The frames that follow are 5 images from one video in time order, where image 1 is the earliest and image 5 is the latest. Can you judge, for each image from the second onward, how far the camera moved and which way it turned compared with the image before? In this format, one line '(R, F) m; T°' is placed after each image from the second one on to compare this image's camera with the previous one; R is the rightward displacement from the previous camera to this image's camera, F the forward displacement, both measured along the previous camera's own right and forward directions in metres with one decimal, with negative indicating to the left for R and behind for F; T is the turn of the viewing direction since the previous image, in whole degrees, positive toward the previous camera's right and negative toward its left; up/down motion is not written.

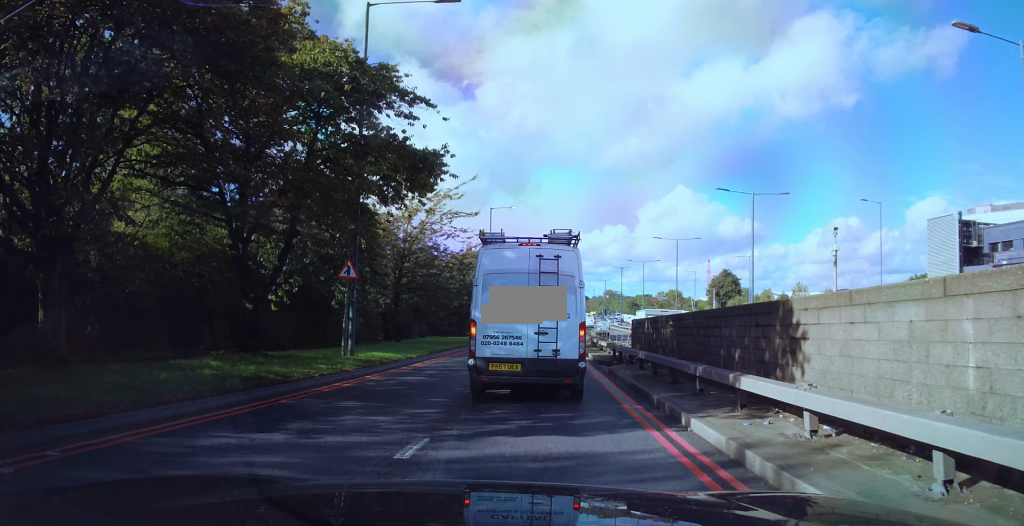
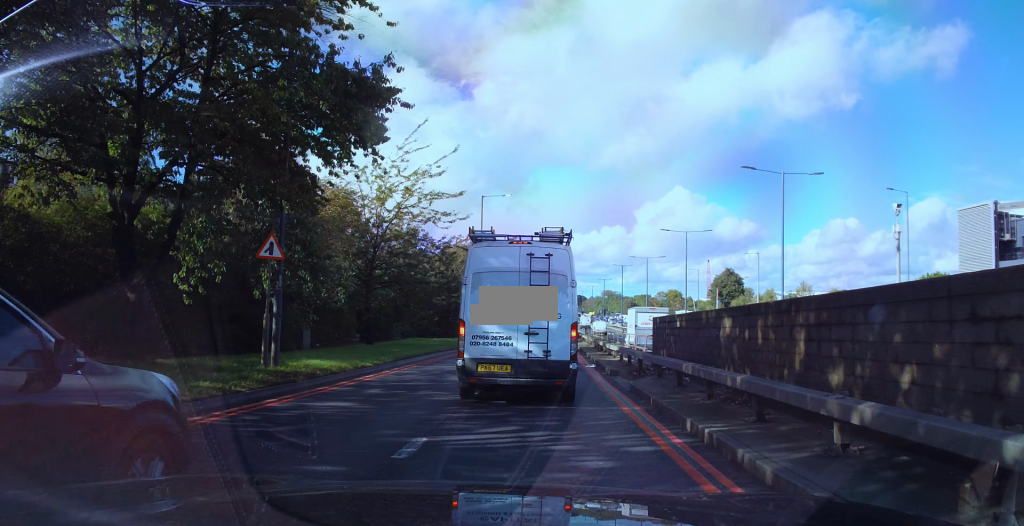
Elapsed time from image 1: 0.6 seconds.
(0.0, +5.9) m; 0°
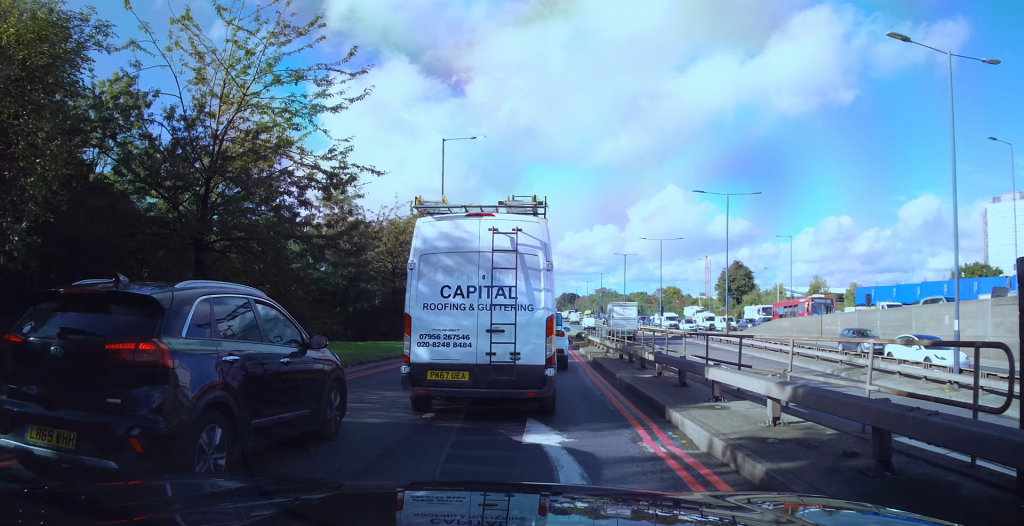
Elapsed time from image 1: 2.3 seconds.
(+0.2, +16.3) m; +2°
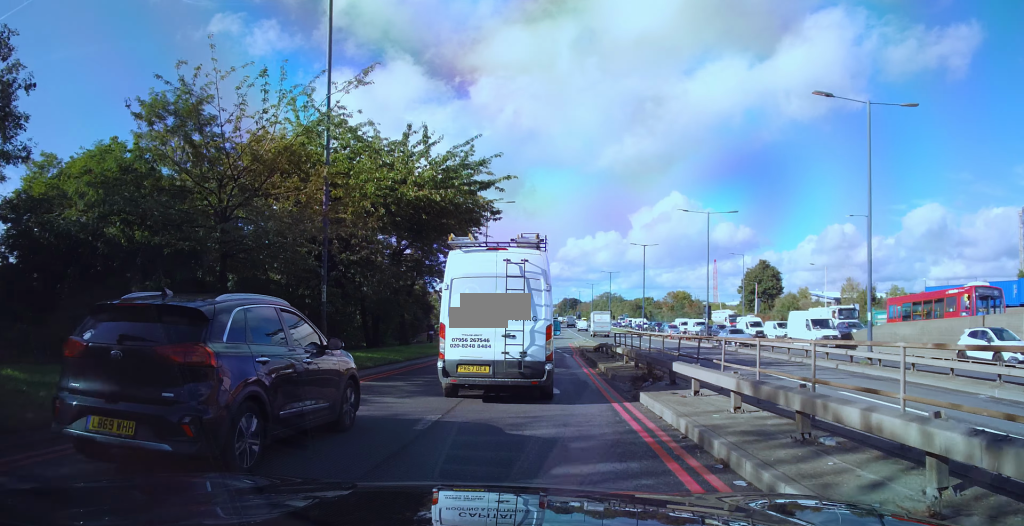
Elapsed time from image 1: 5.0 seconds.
(+0.3, +20.7) m; -1°
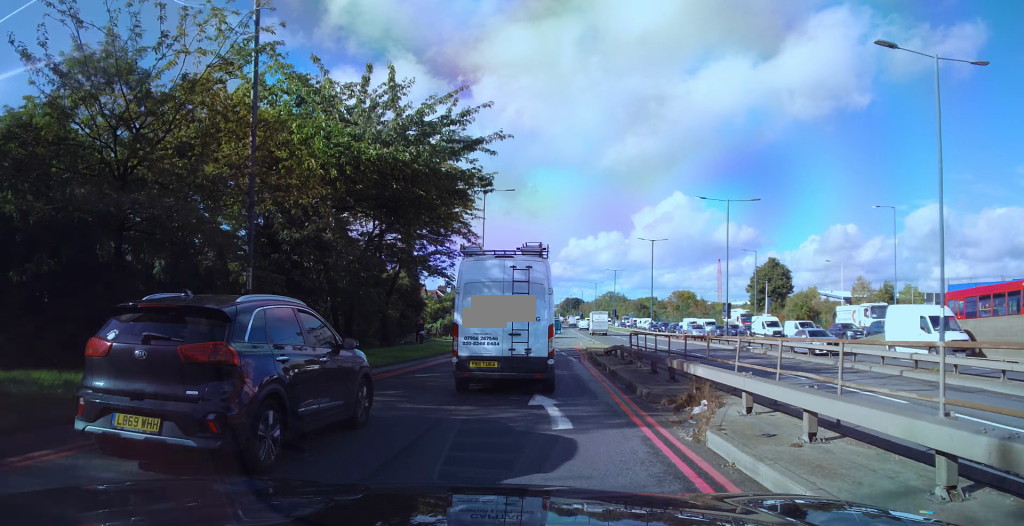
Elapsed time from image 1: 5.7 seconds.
(-0.4, +4.7) m; 0°
